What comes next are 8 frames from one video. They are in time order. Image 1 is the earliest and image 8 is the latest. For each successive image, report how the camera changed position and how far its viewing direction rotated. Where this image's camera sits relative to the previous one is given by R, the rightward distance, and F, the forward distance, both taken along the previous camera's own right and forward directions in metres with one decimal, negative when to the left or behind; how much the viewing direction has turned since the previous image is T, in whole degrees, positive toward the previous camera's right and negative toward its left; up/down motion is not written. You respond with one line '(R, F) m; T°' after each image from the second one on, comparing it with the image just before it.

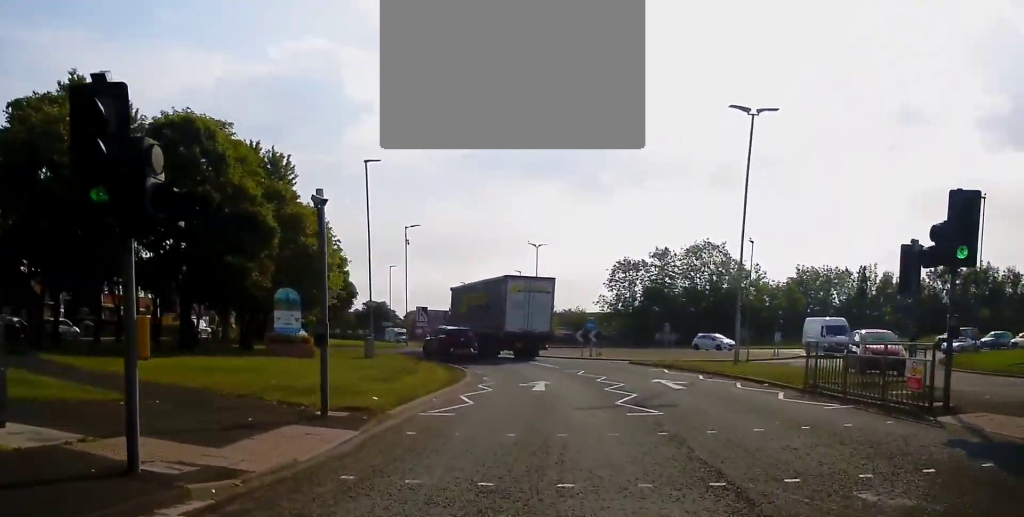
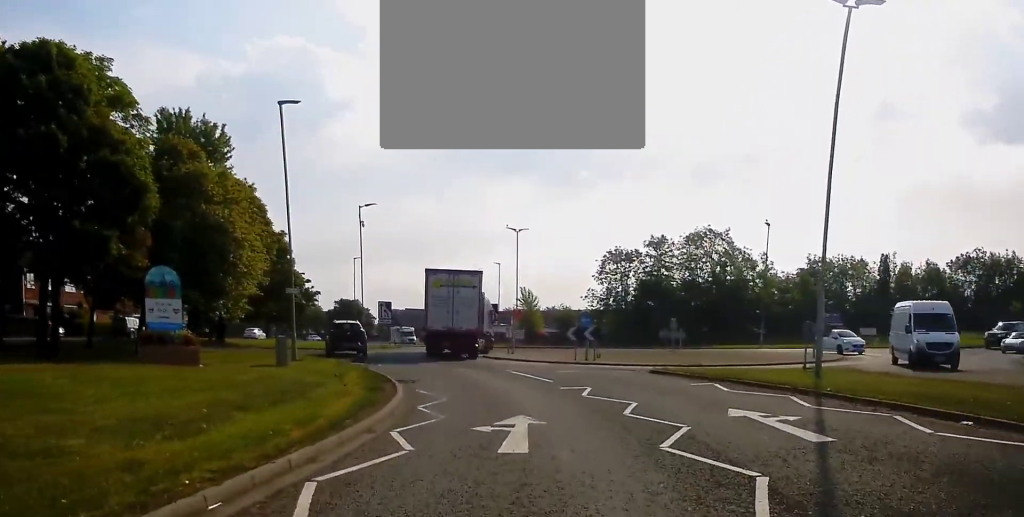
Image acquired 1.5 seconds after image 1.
(+0.1, +10.5) m; -1°
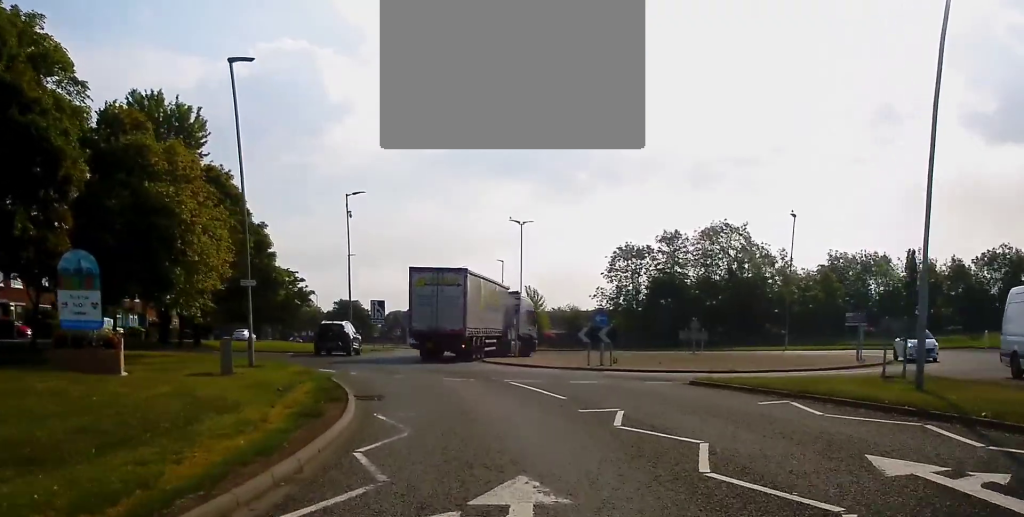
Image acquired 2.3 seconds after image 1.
(-0.1, +5.3) m; -3°
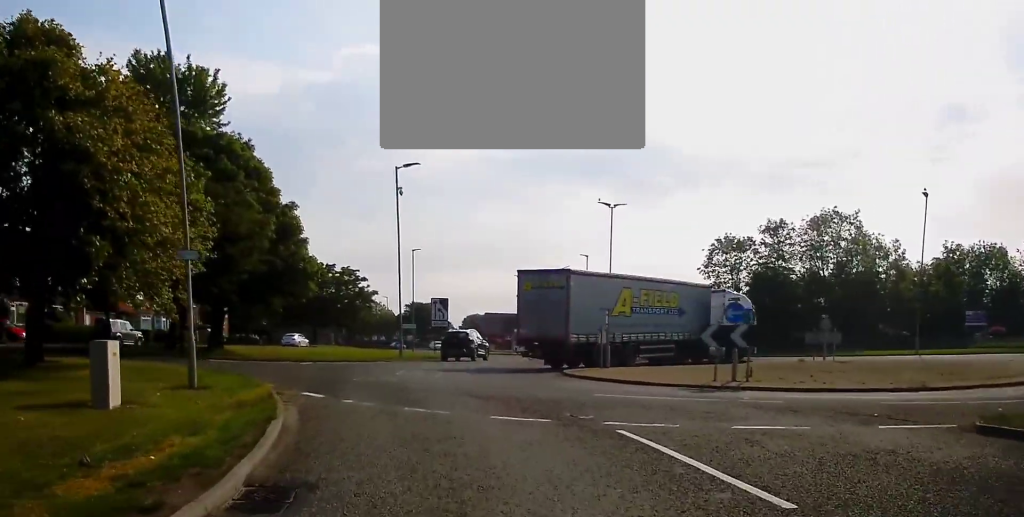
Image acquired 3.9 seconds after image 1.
(-0.1, +9.5) m; -1°
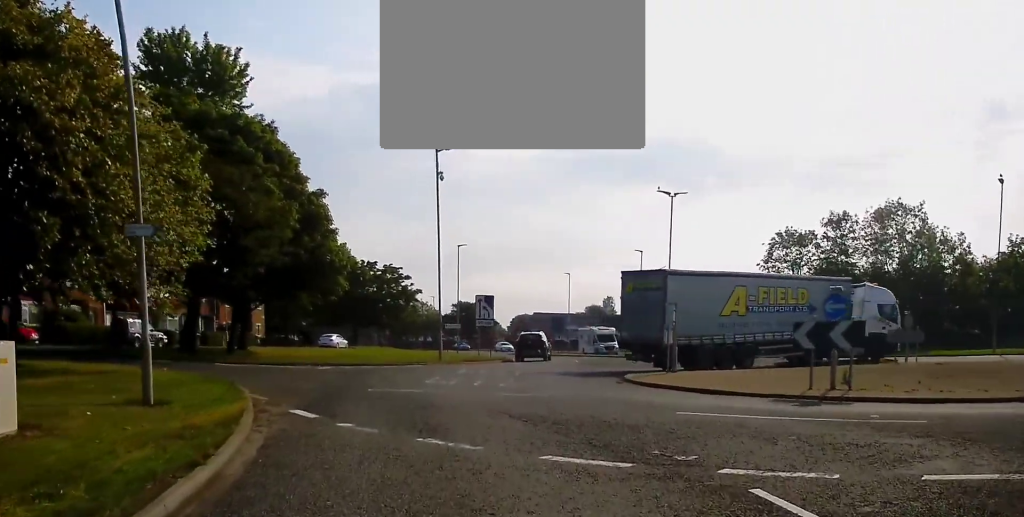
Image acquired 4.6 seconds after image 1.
(-0.2, +3.6) m; -6°
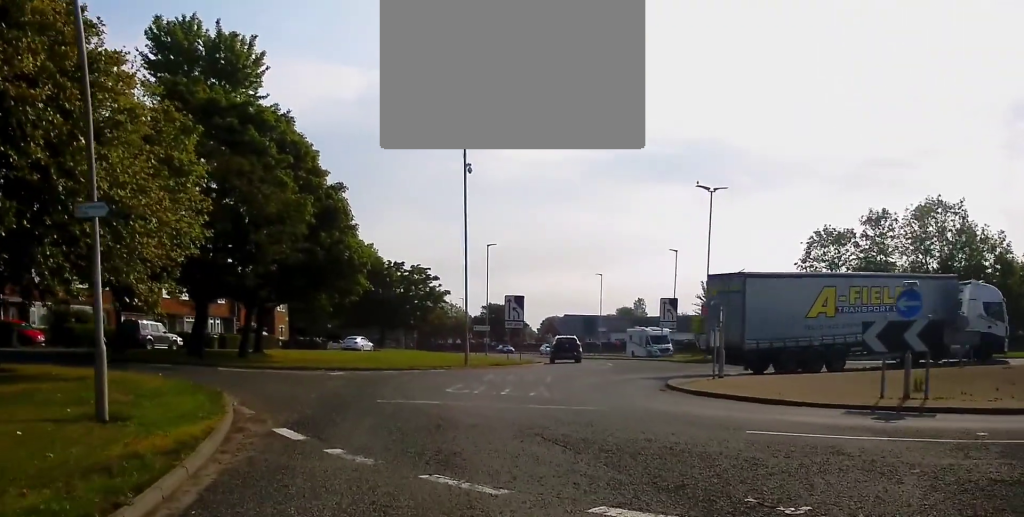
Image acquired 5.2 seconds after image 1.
(-0.1, +2.4) m; -5°
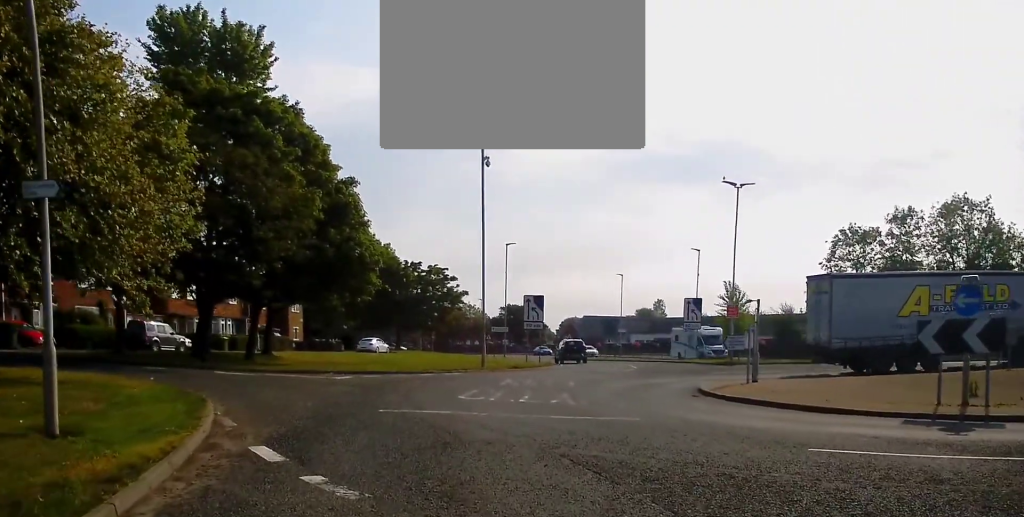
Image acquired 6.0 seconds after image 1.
(-0.2, +2.2) m; -1°
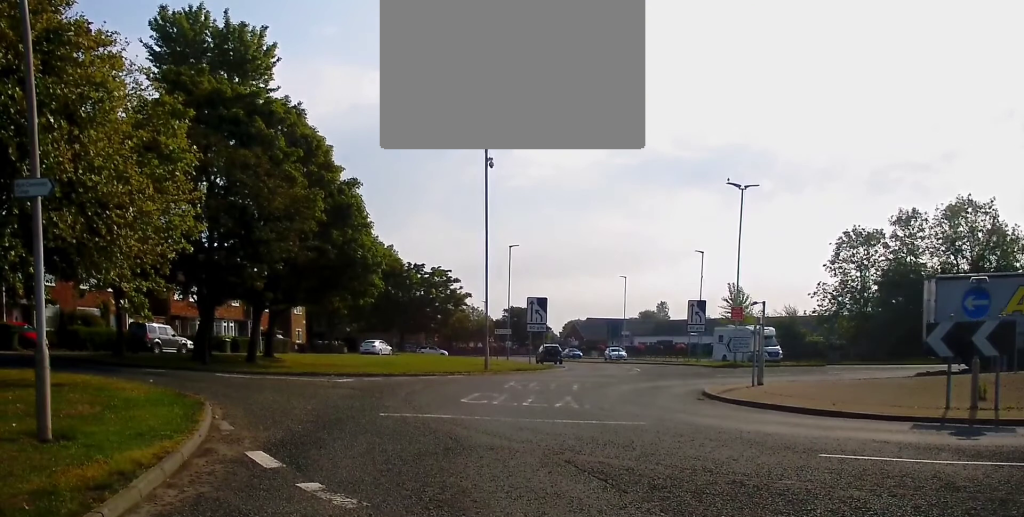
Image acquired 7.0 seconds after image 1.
(+0.2, +1.7) m; 0°
